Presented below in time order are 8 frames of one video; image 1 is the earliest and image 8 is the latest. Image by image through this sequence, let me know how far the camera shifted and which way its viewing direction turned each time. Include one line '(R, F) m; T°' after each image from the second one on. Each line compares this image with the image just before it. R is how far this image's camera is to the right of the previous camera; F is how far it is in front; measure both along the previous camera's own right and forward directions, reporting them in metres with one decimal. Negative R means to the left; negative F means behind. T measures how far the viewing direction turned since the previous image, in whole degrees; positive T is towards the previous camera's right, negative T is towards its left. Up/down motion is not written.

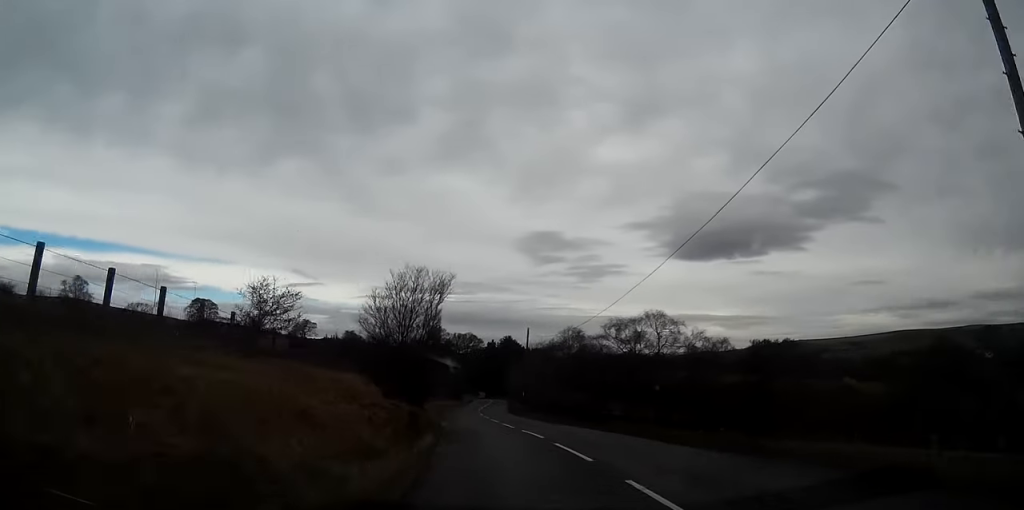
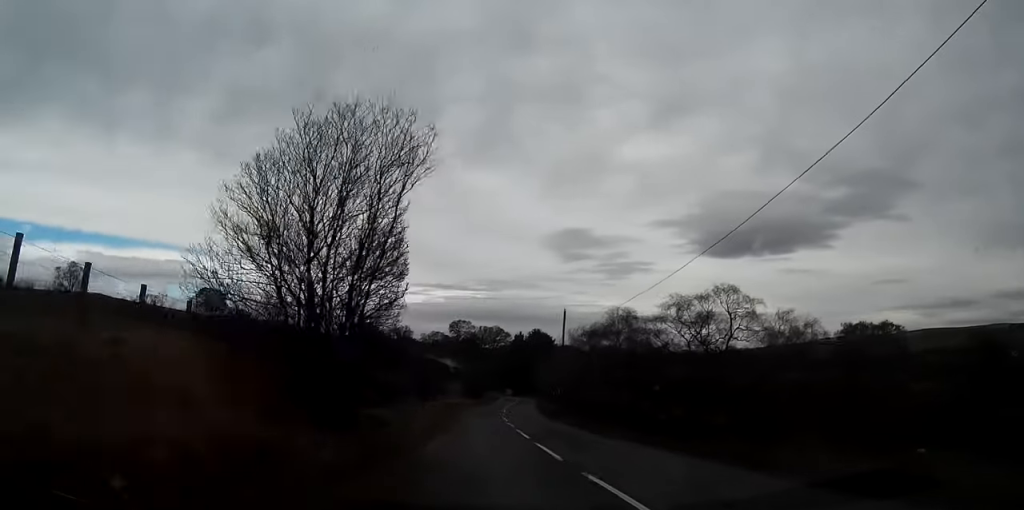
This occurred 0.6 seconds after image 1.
(-0.3, +14.6) m; -2°
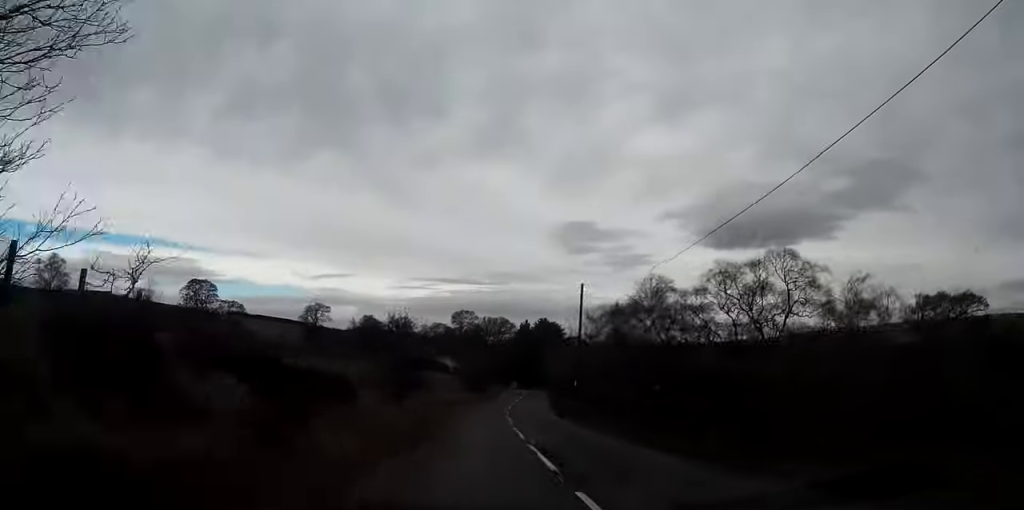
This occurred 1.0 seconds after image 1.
(-0.2, +10.5) m; -1°
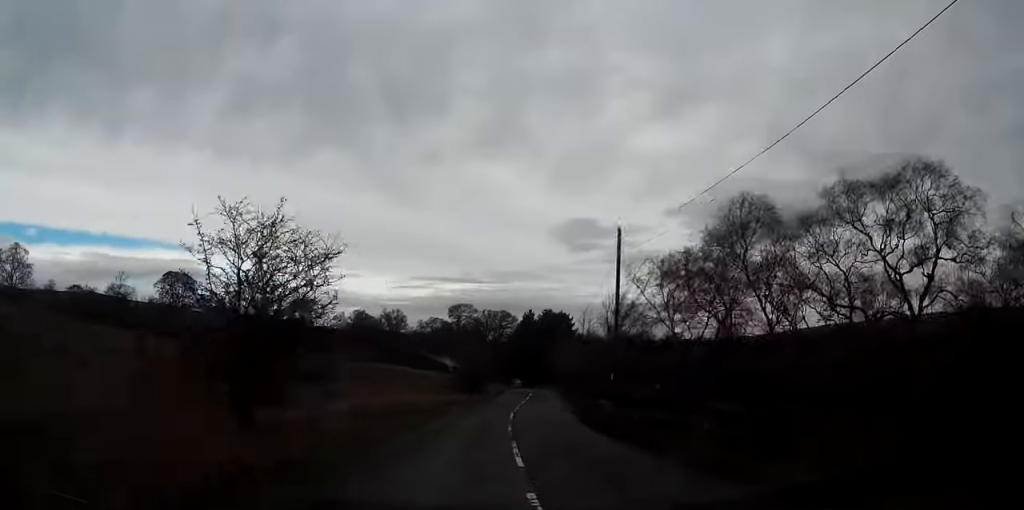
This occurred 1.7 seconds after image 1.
(-0.2, +16.2) m; -1°
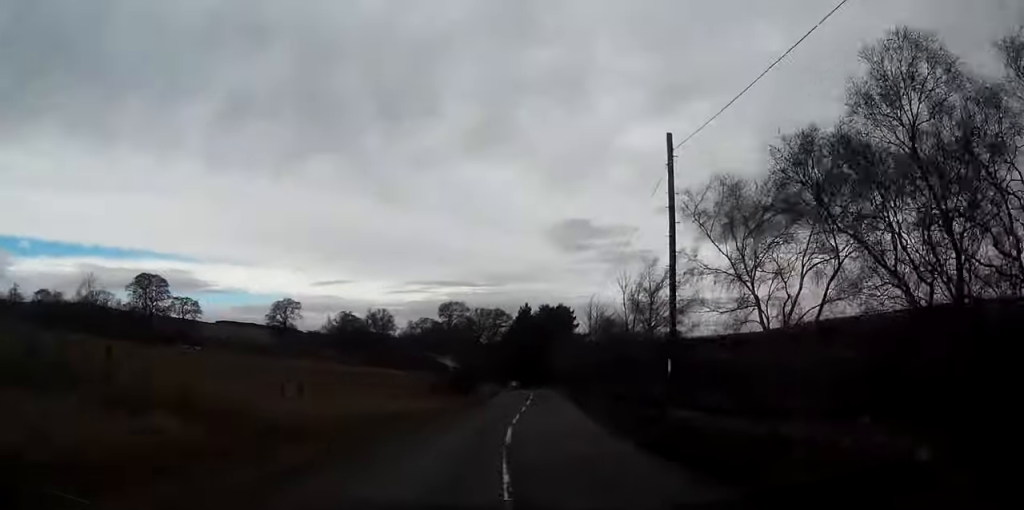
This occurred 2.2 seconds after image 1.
(+0.1, +12.1) m; 0°
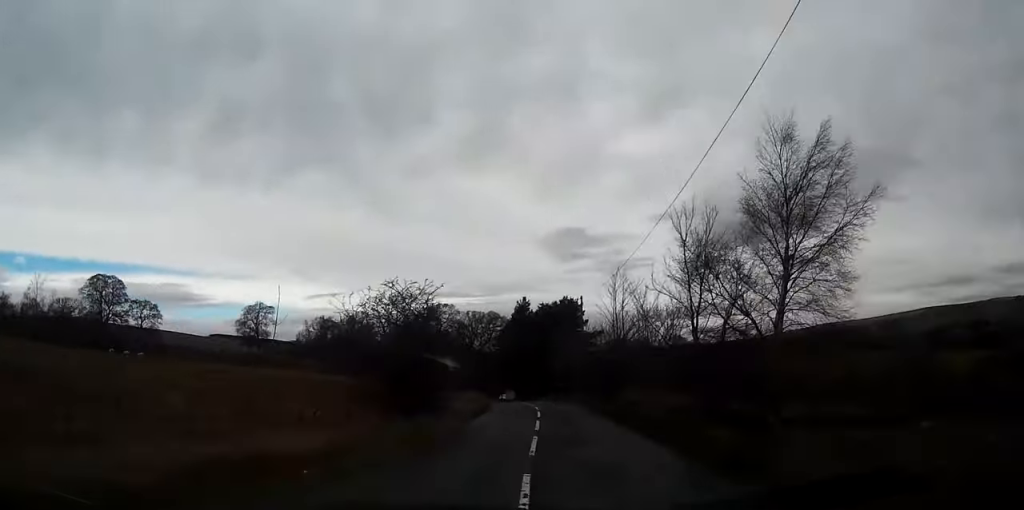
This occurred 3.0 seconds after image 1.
(0.0, +19.4) m; 0°
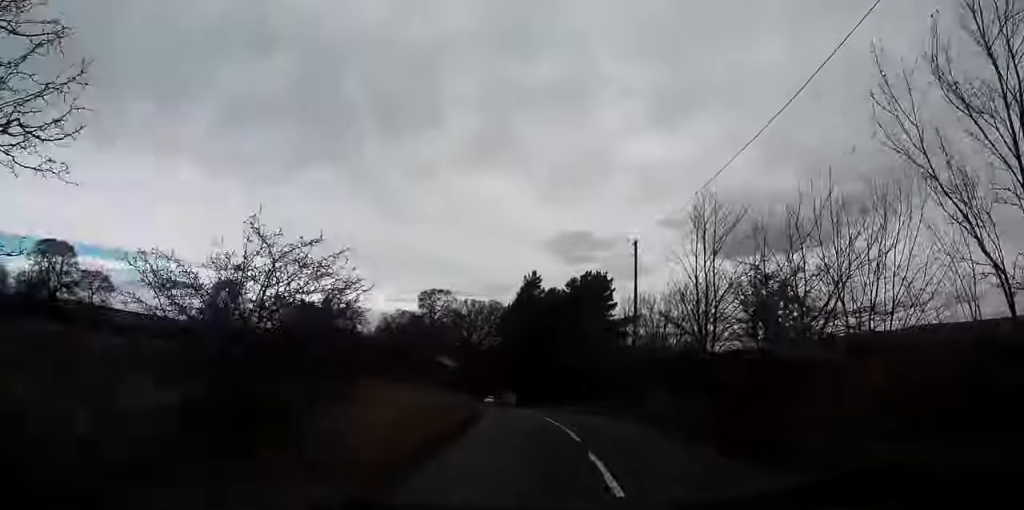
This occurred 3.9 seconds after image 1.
(0.0, +22.6) m; 0°
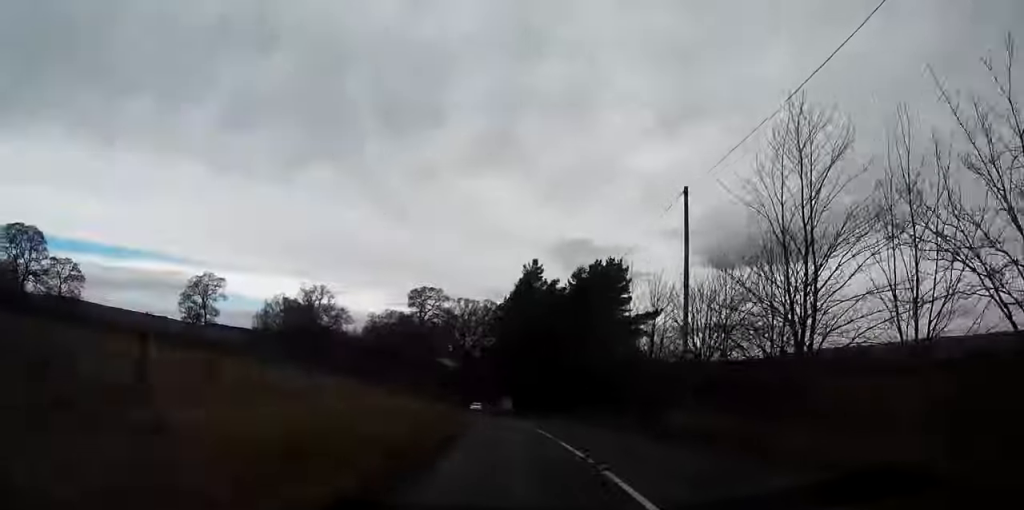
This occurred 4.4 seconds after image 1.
(+0.1, +10.5) m; 0°
